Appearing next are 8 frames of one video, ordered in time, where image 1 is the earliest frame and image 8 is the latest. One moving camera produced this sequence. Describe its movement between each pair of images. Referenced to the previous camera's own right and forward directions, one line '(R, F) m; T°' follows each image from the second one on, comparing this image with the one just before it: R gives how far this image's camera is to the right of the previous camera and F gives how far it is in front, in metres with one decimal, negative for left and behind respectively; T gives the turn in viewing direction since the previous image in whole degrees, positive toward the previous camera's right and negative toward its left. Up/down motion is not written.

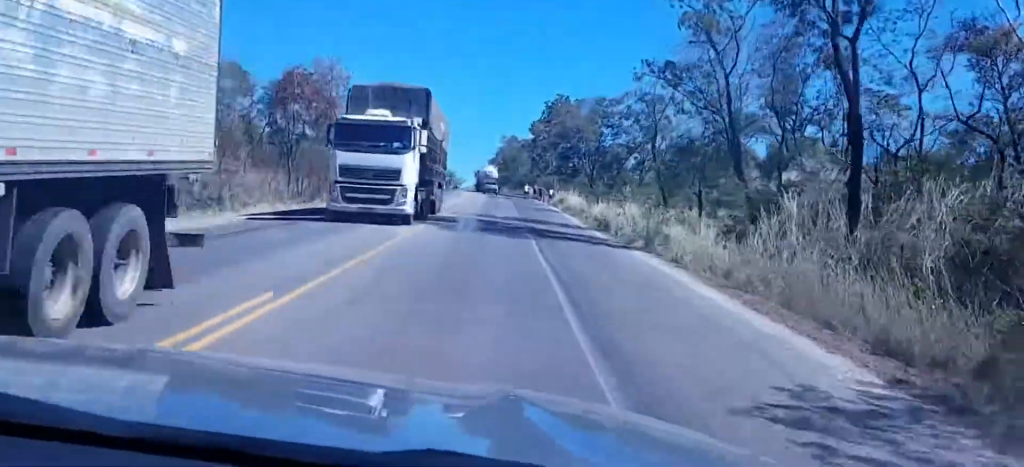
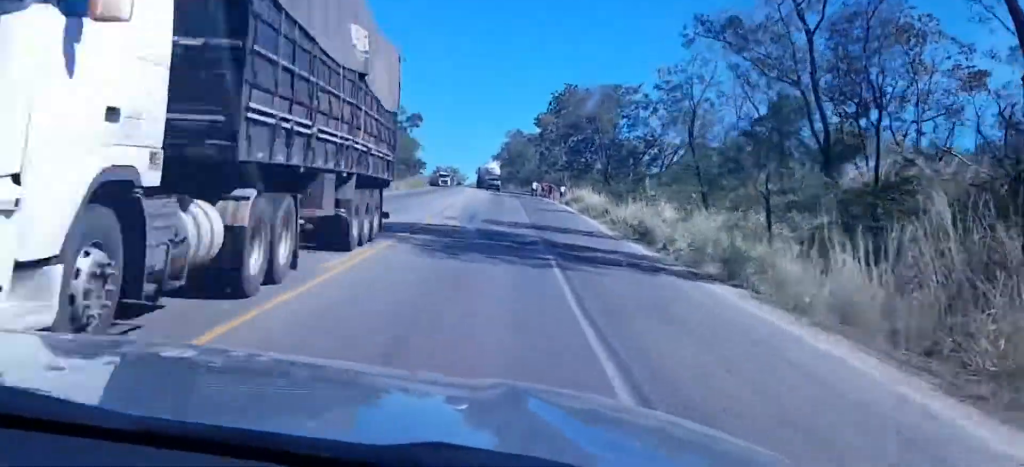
(0.0, +10.0) m; -2°
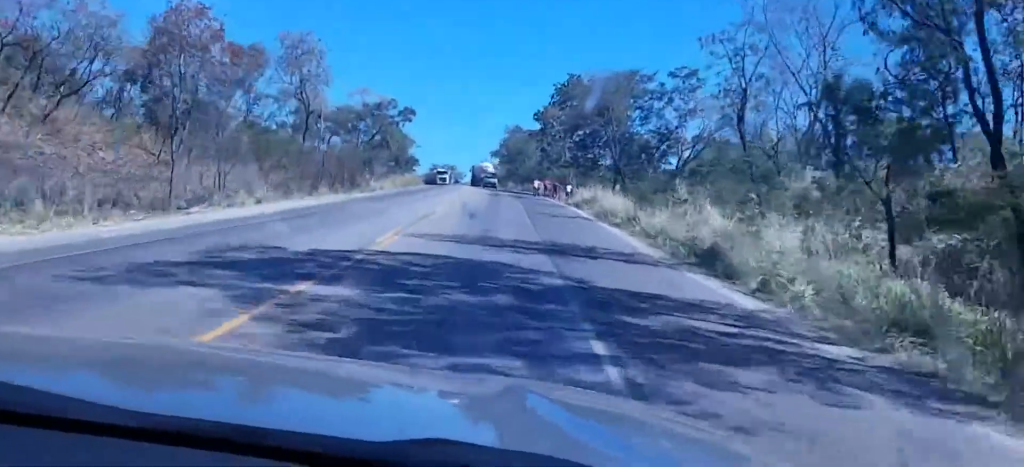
(-0.1, +10.7) m; -1°
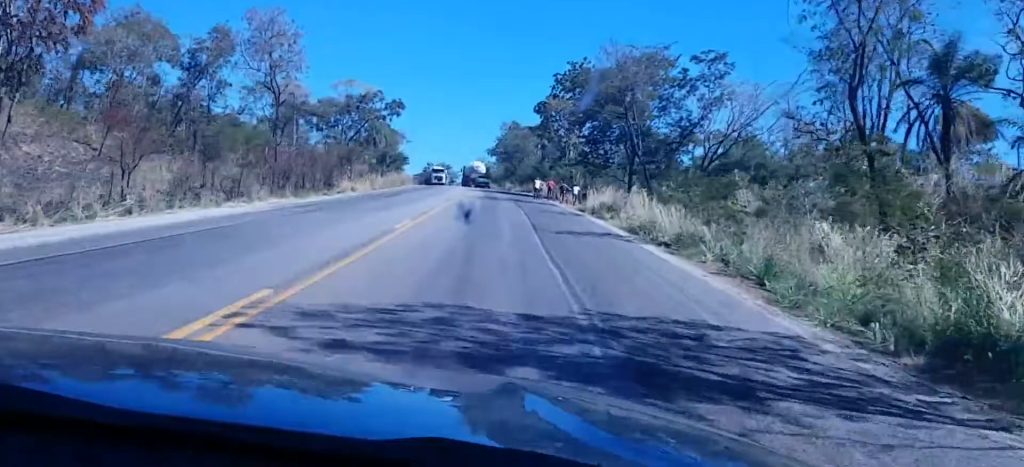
(-0.5, +12.7) m; 0°
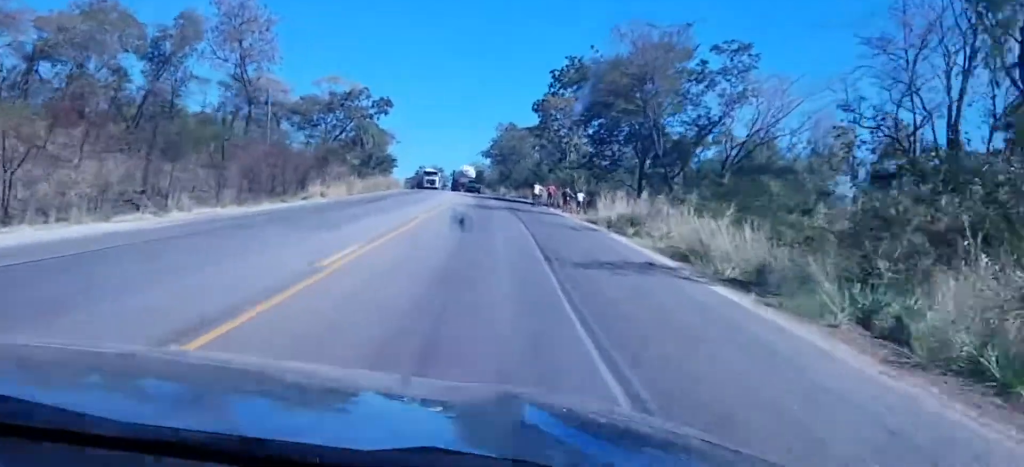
(+0.4, +8.7) m; +1°
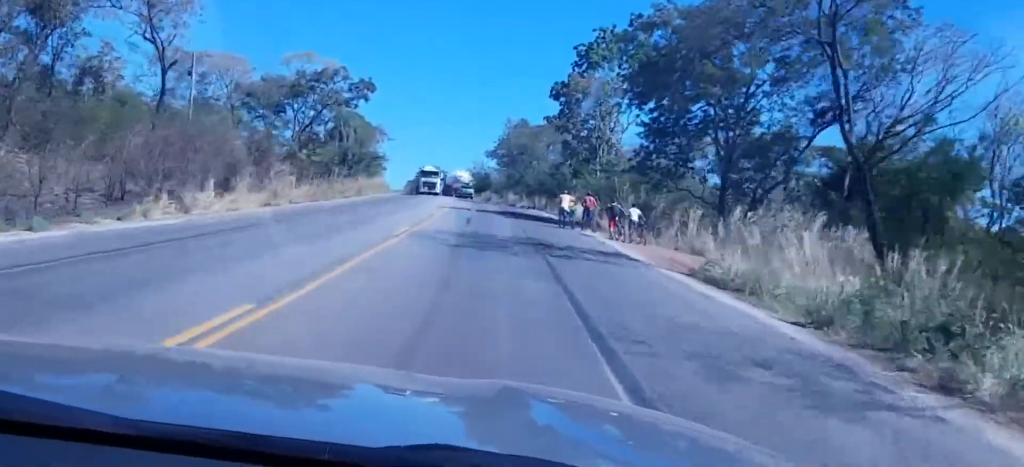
(0.0, +24.7) m; -1°
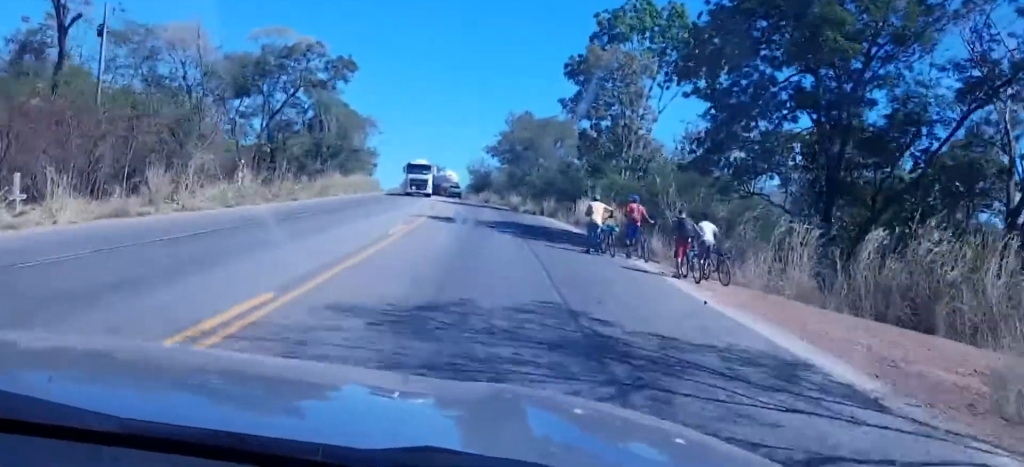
(+0.1, +15.5) m; -1°
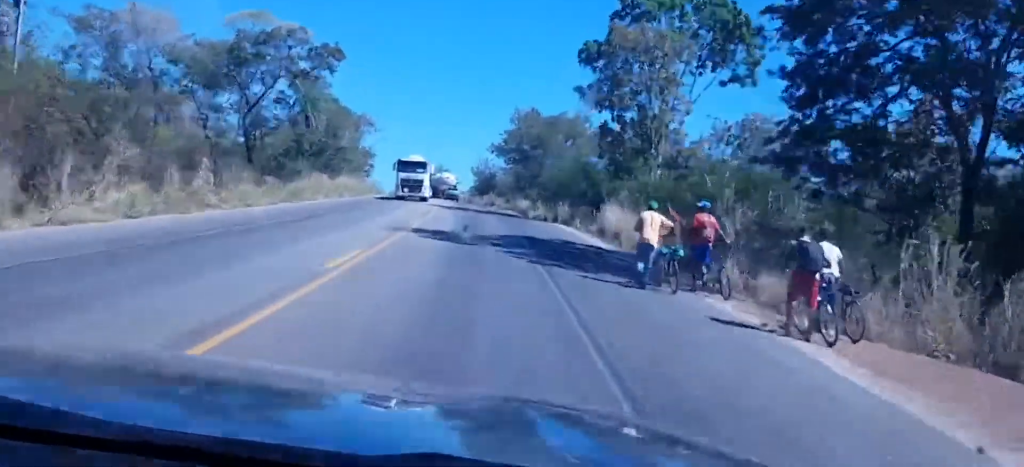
(-0.2, +9.5) m; 0°
